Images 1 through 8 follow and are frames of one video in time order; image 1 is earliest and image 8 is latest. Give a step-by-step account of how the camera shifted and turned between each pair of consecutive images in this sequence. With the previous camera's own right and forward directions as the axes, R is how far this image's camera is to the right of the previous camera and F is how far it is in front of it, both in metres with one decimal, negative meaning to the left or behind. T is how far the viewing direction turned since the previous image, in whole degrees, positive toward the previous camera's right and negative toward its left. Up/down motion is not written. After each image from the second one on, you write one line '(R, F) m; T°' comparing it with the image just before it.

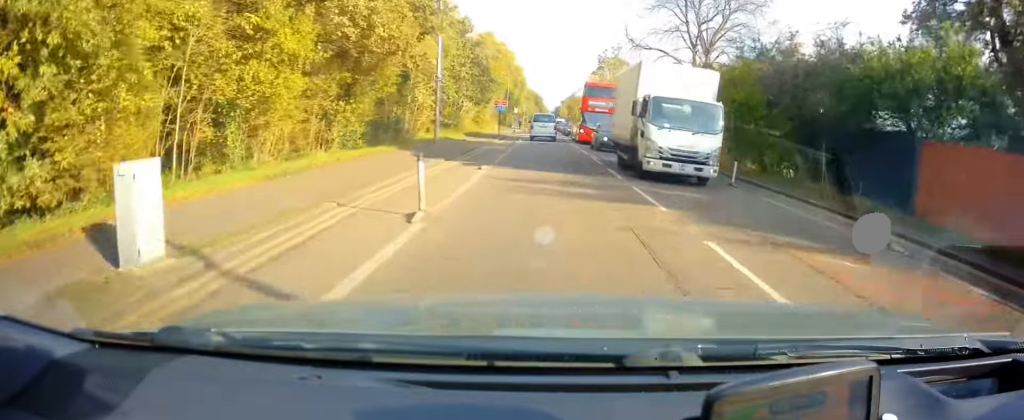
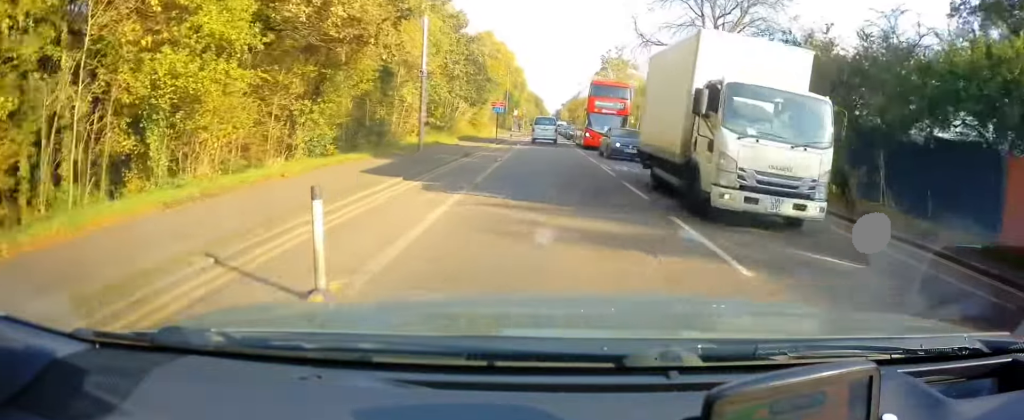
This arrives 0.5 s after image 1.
(-0.1, +3.6) m; 0°
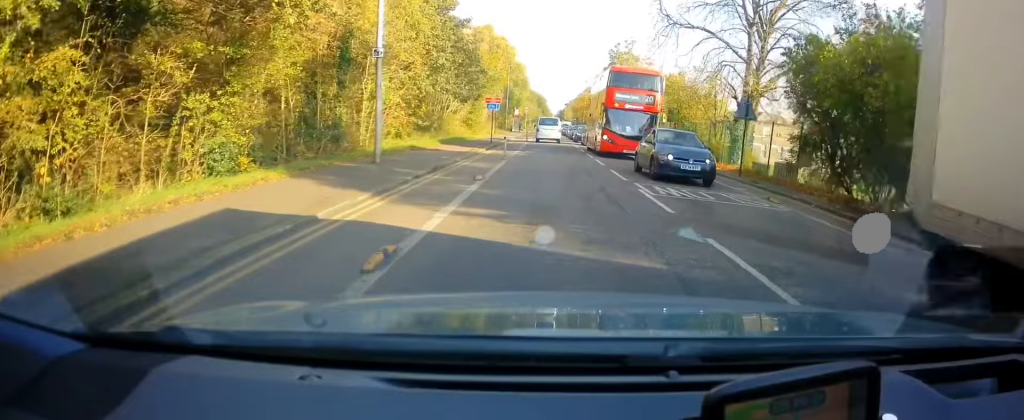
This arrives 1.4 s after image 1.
(+0.2, +6.7) m; 0°
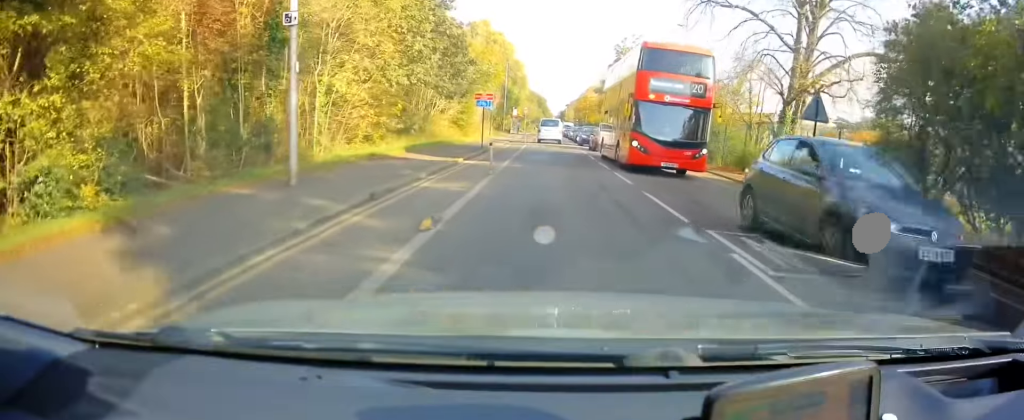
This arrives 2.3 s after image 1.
(-0.1, +6.1) m; -1°
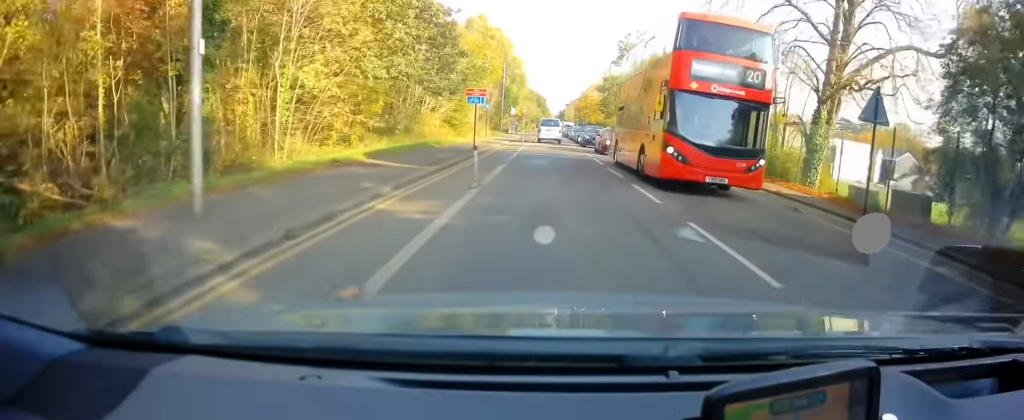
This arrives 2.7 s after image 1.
(0.0, +3.4) m; 0°
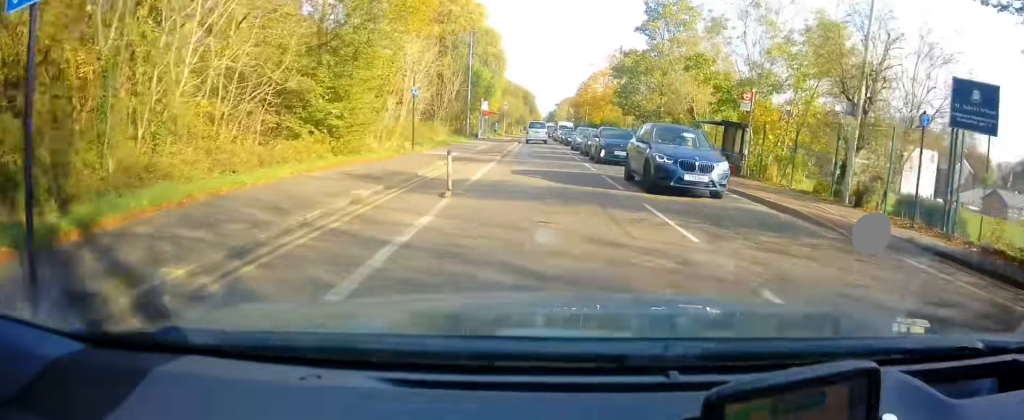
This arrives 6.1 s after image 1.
(+0.5, +25.1) m; +3°
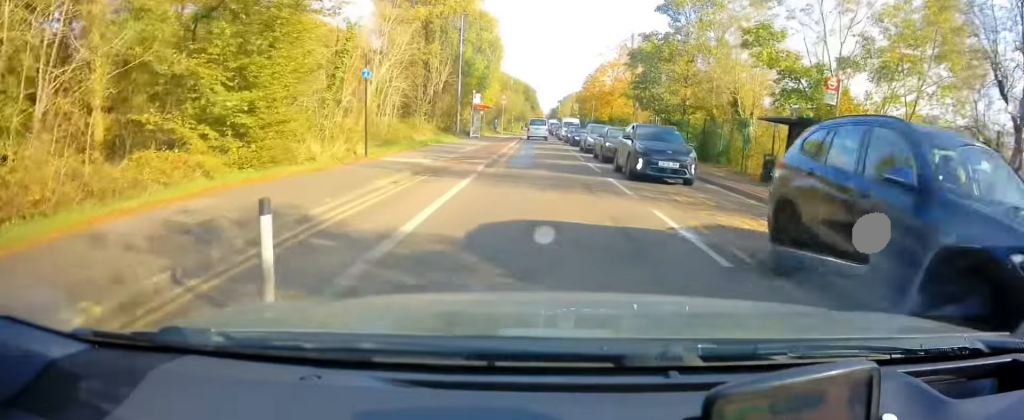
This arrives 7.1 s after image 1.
(0.0, +7.2) m; -2°
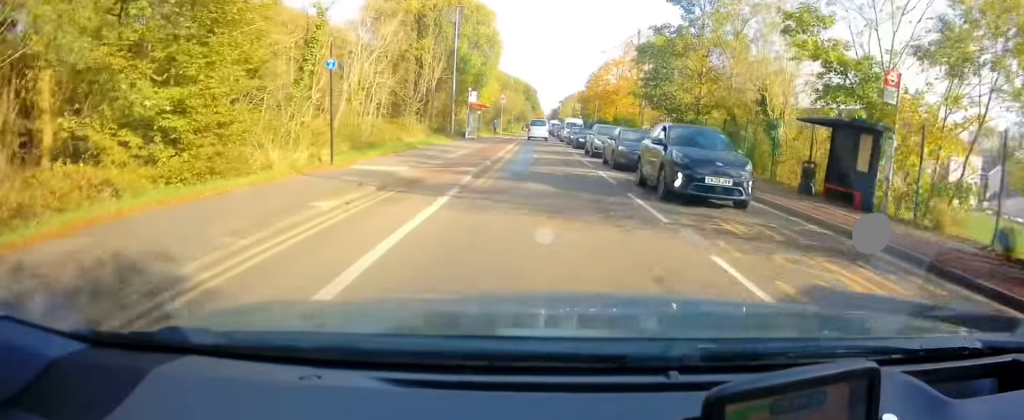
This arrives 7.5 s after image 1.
(-0.1, +3.2) m; -2°
